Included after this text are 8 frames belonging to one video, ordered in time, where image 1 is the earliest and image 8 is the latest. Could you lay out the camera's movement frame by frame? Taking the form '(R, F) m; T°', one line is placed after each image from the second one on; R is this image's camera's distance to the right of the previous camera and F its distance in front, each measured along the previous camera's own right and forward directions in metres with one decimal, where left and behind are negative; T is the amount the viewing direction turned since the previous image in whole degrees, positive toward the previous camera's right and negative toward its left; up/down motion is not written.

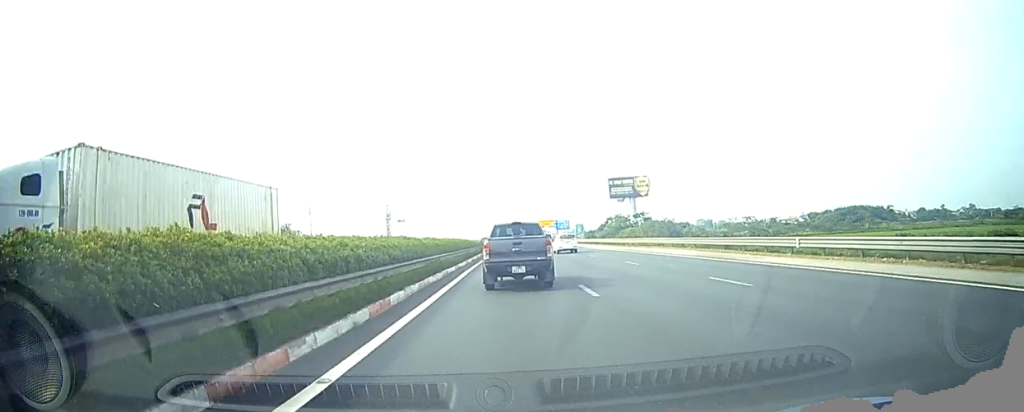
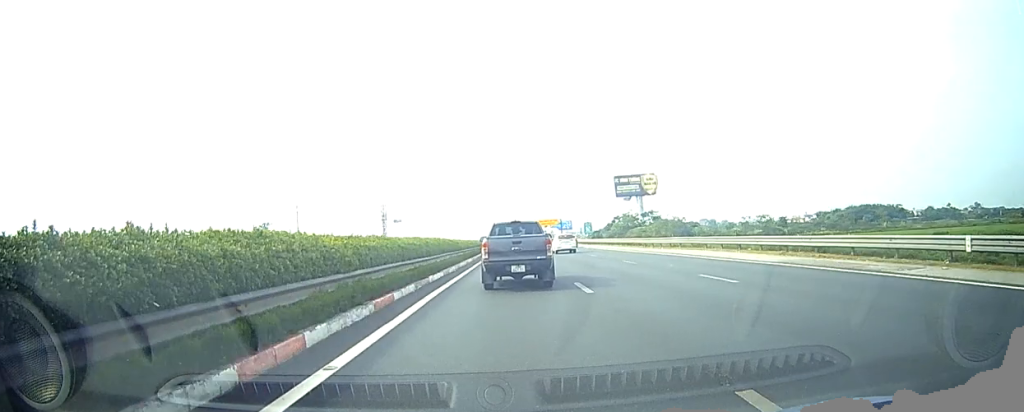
(0.0, +10.5) m; 0°
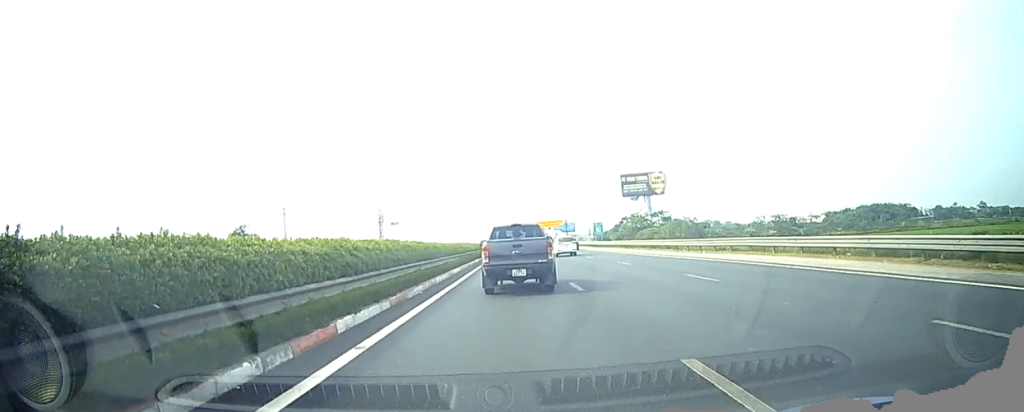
(0.0, +9.8) m; 0°
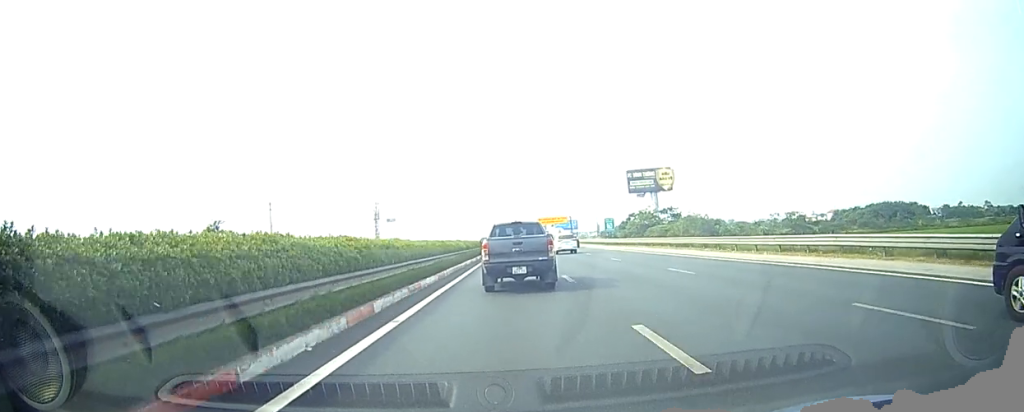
(0.0, +9.9) m; 0°
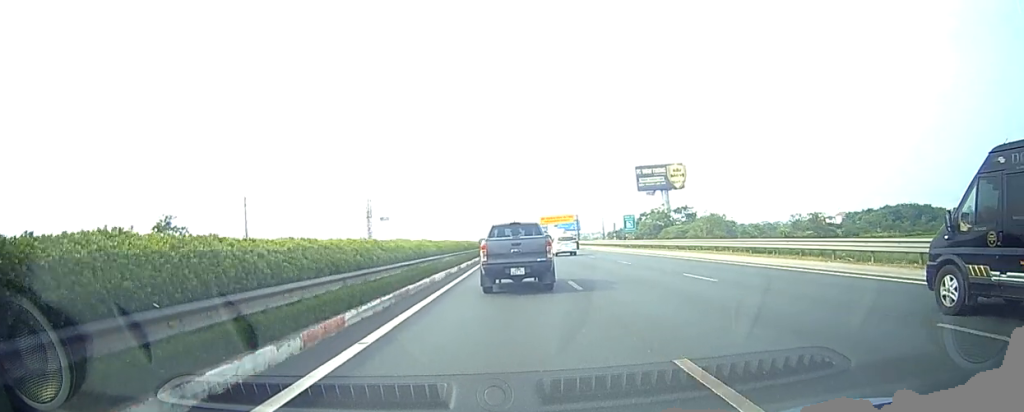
(0.0, +16.3) m; 0°
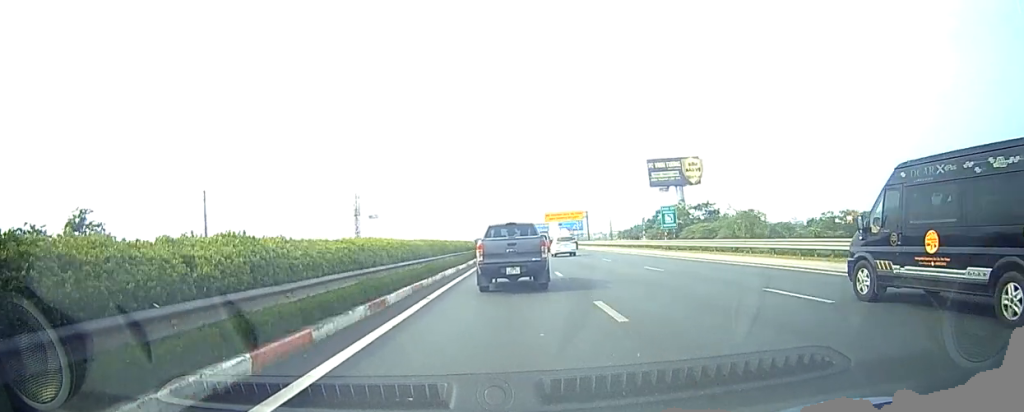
(0.0, +19.7) m; 0°
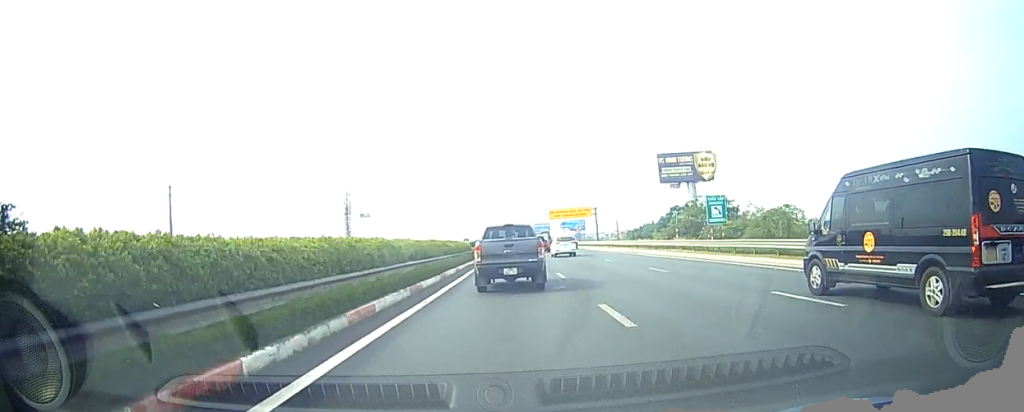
(0.0, +13.7) m; 0°
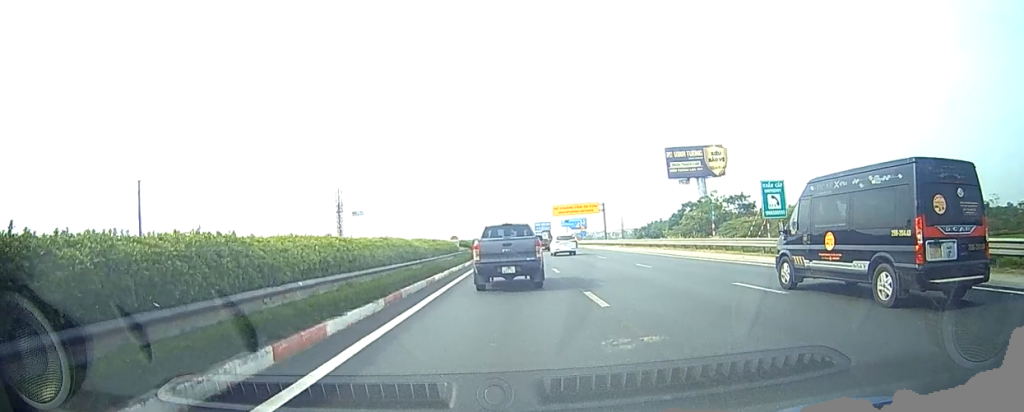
(0.0, +10.3) m; 0°
